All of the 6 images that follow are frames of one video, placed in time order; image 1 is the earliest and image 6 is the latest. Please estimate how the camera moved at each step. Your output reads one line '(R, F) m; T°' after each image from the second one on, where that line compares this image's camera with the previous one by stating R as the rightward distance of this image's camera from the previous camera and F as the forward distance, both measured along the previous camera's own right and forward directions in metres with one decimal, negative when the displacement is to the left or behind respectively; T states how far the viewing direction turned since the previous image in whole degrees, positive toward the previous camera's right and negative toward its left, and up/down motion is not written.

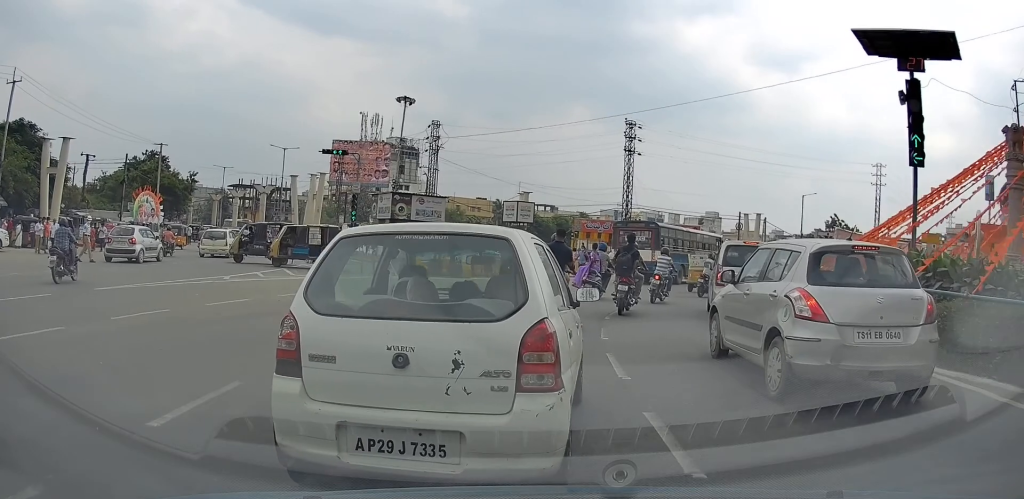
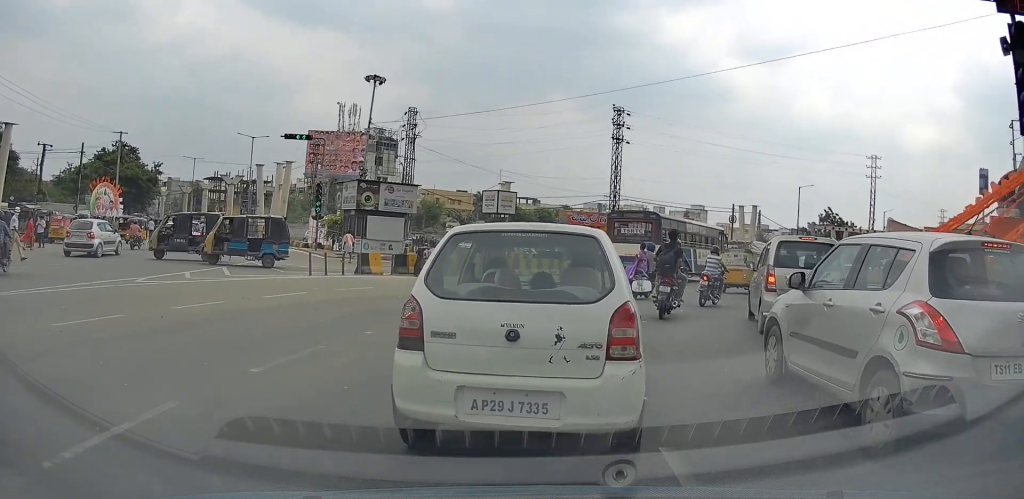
(0.0, +3.8) m; +2°
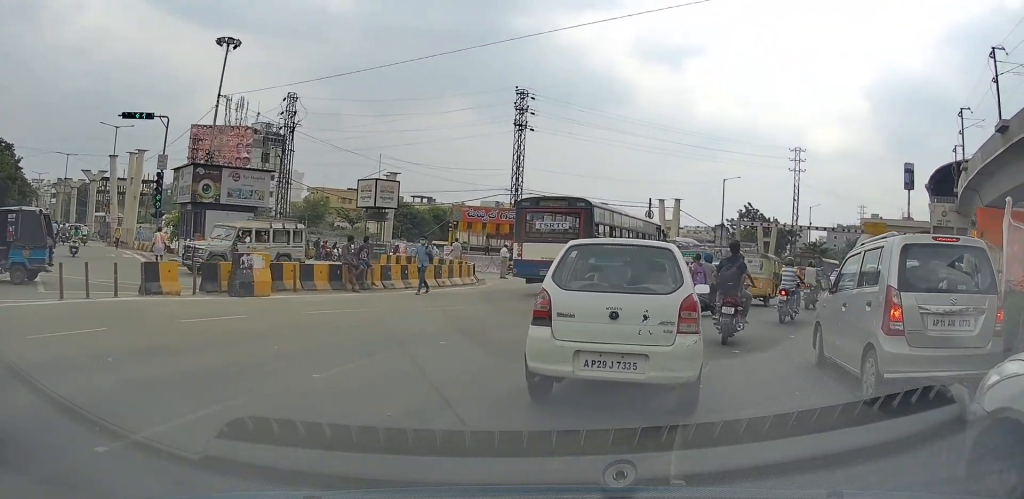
(+0.9, +7.4) m; +16°
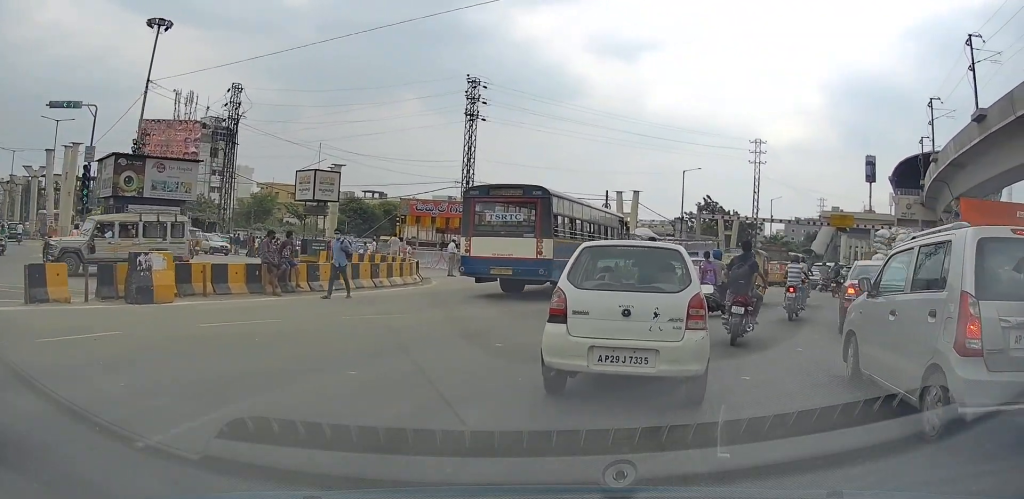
(+0.2, +2.4) m; +6°
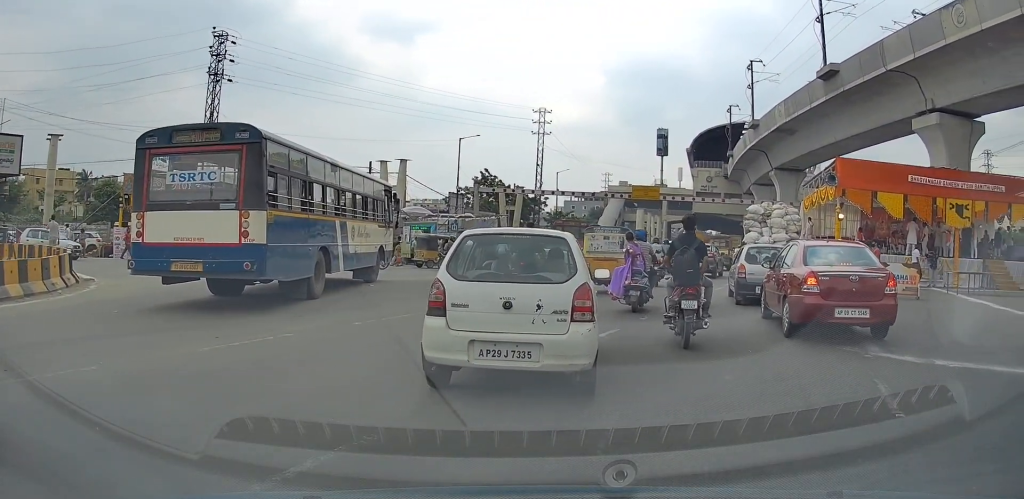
(+1.8, +8.0) m; +26°
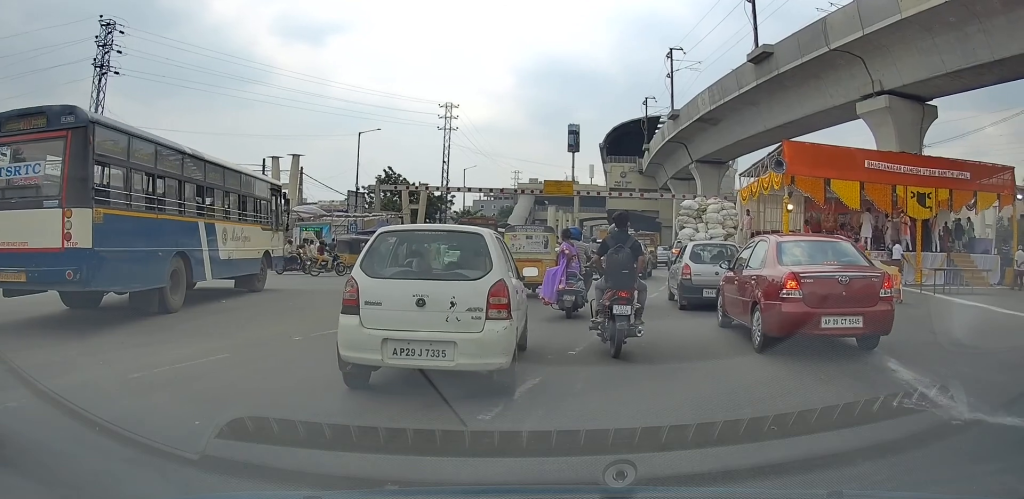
(+0.1, +3.6) m; +1°
